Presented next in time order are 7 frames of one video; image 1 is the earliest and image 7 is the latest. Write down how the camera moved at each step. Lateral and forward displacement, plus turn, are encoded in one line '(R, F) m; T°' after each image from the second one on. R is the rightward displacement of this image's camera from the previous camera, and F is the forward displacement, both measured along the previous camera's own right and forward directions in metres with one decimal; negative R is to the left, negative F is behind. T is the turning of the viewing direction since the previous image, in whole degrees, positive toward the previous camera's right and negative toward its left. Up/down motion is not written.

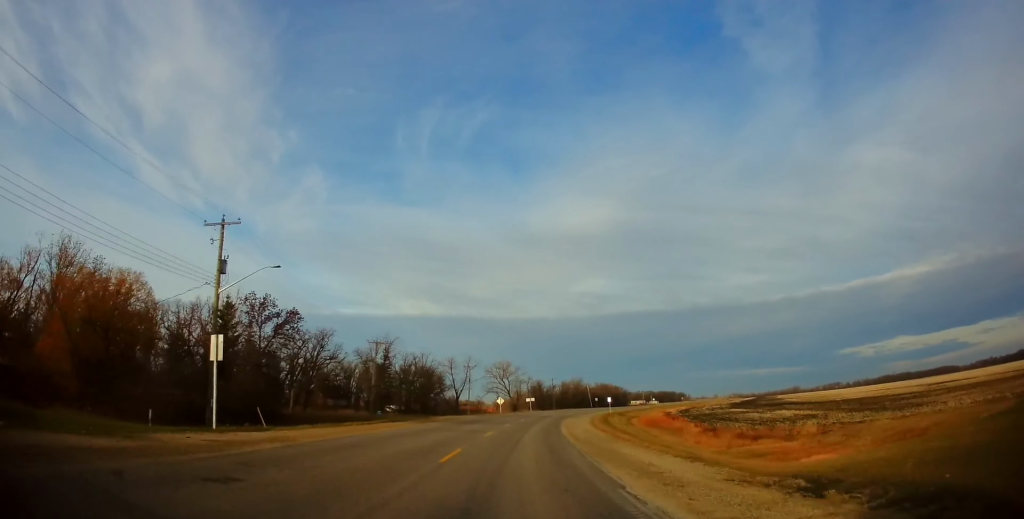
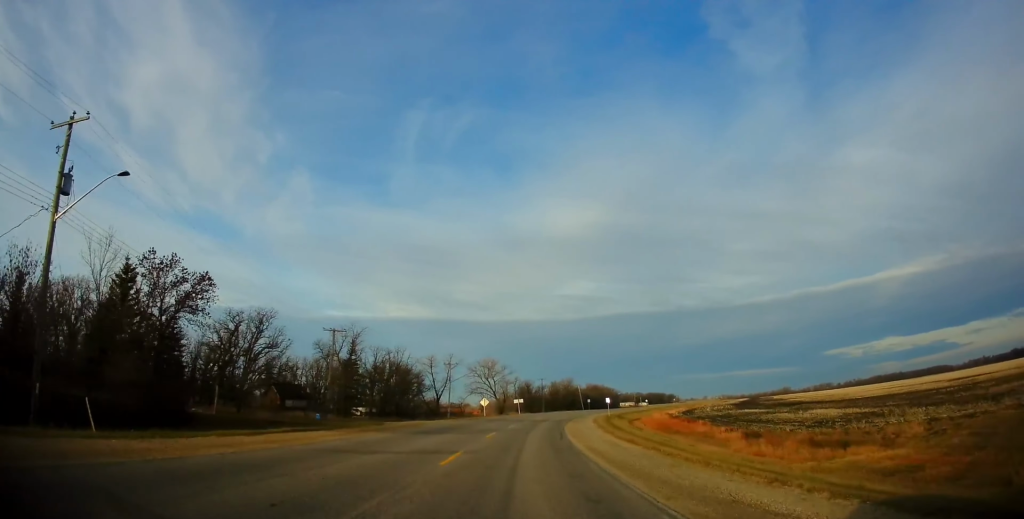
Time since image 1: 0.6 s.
(+0.1, +12.6) m; +1°
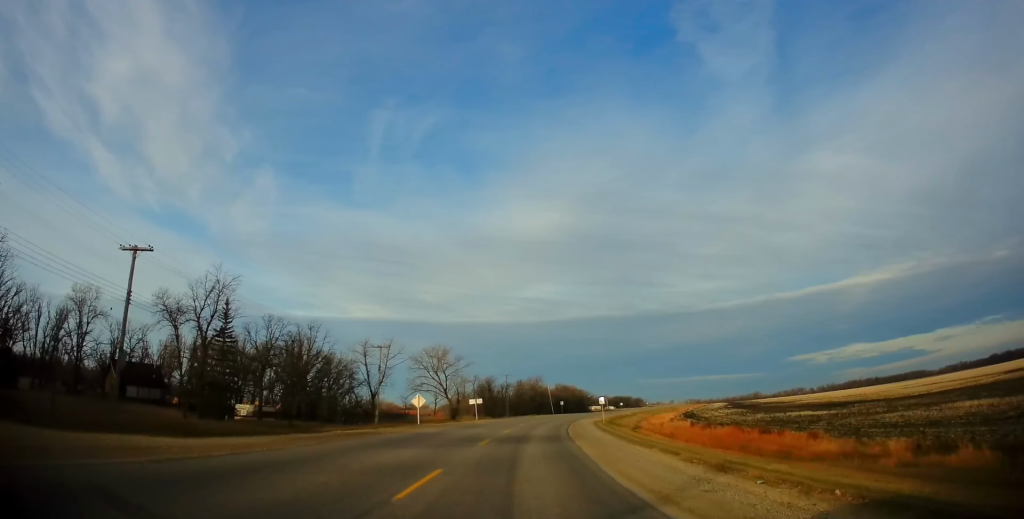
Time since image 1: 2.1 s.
(+1.2, +28.8) m; +4°
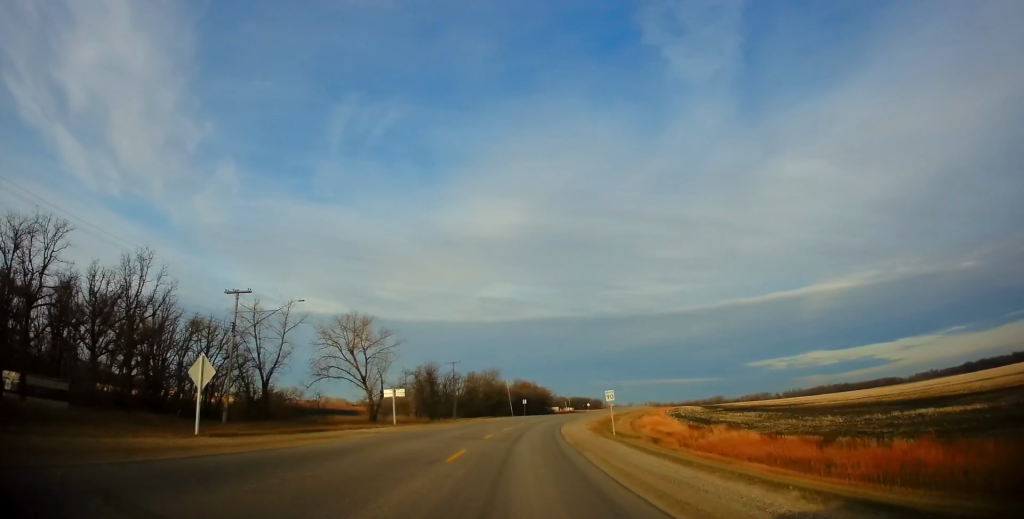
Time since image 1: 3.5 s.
(+0.7, +30.2) m; +2°
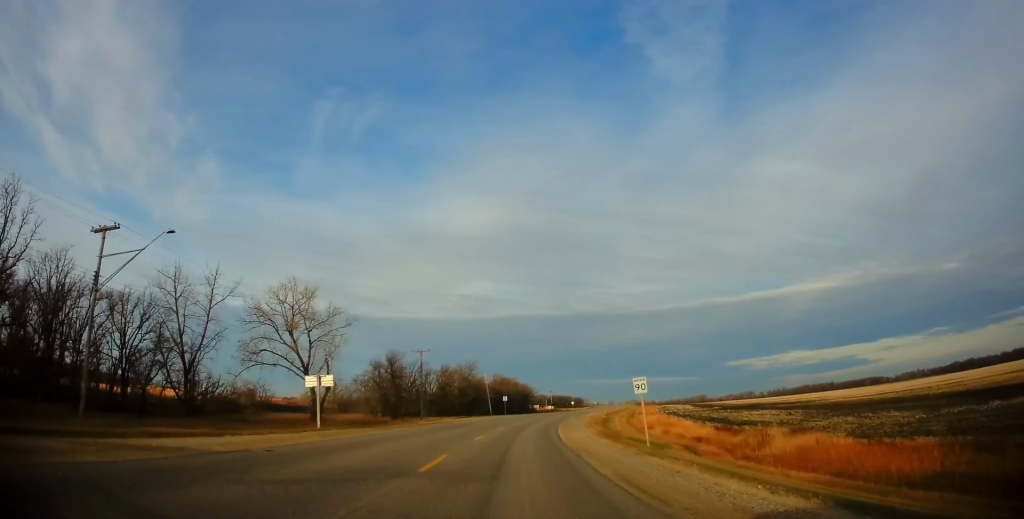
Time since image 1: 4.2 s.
(0.0, +14.4) m; +2°
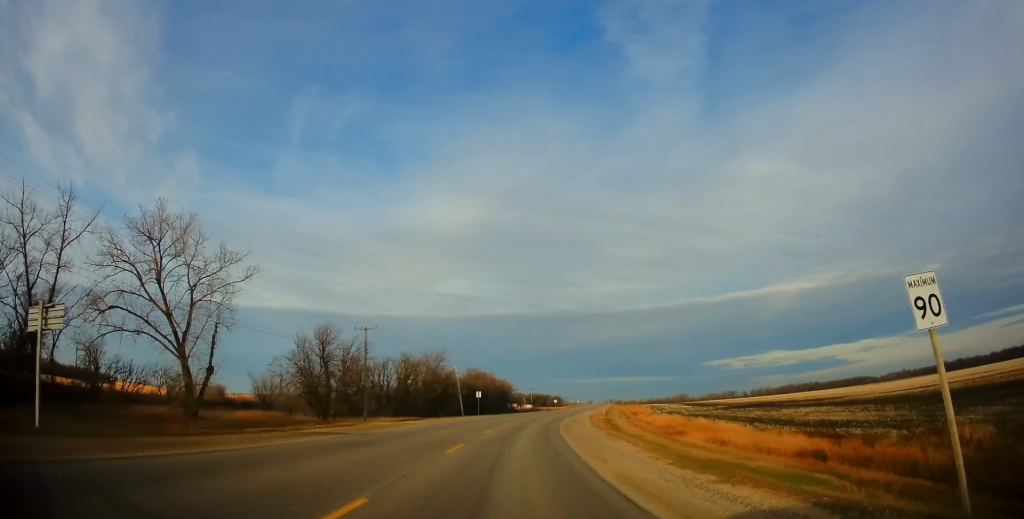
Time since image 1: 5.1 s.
(+0.7, +19.7) m; +4°
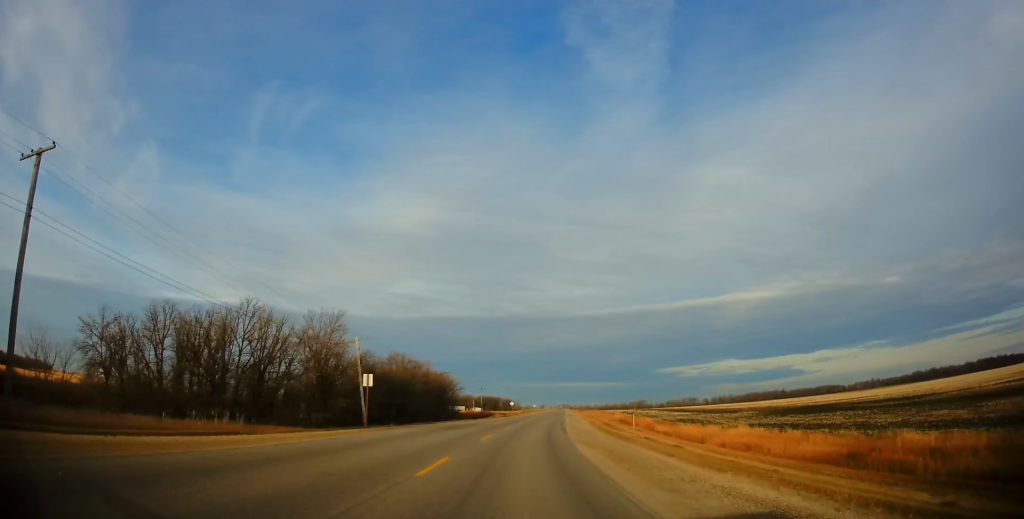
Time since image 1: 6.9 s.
(+2.6, +40.3) m; +5°
